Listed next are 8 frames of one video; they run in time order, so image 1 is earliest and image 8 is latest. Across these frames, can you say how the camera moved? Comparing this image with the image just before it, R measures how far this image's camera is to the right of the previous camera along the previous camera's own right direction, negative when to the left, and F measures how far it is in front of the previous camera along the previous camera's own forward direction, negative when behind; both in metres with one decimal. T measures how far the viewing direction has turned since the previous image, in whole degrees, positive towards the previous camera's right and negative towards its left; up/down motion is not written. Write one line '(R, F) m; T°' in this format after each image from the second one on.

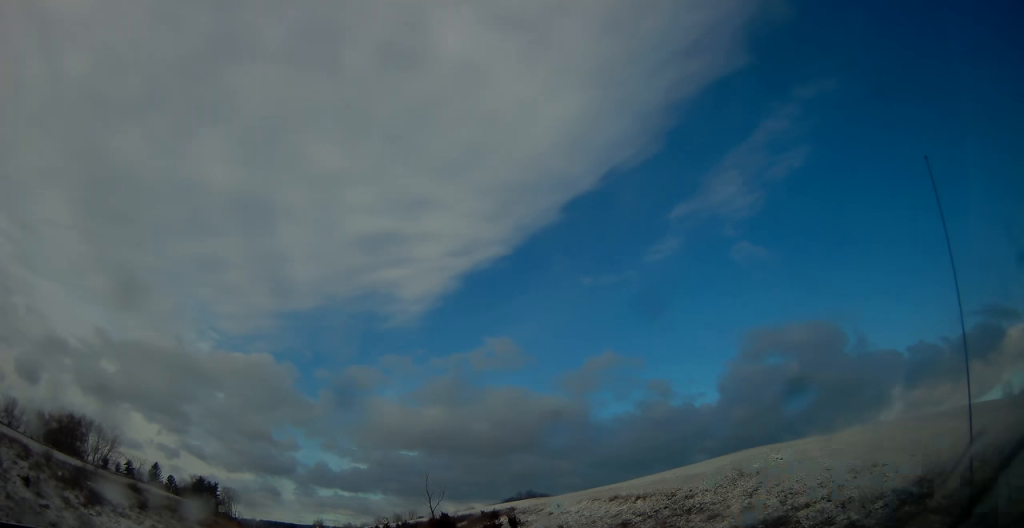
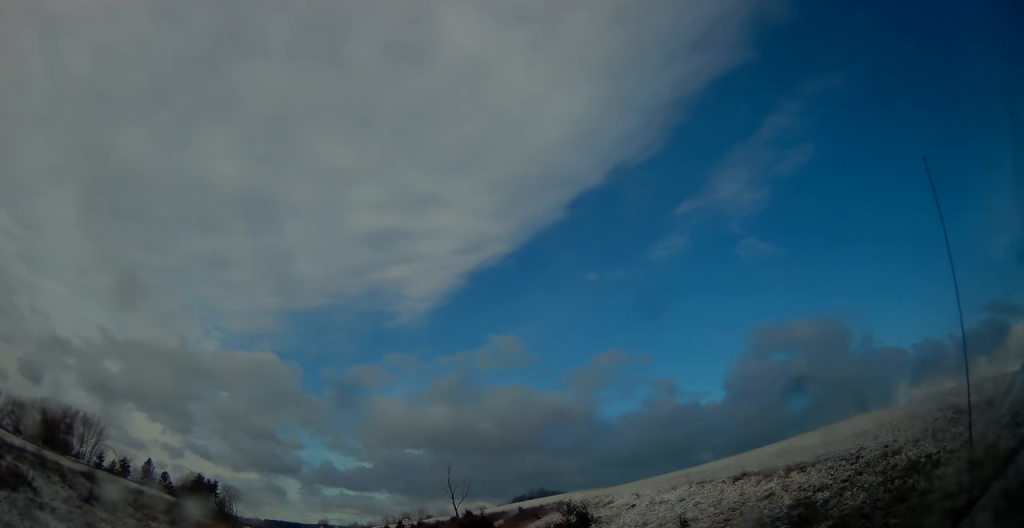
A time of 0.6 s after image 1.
(-0.1, +14.3) m; -1°
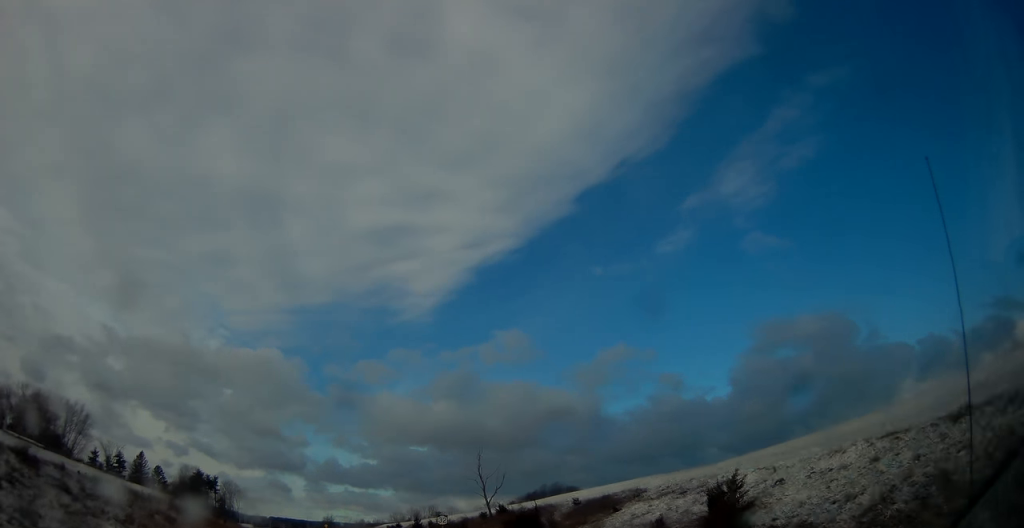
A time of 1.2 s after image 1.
(-0.2, +14.3) m; -1°
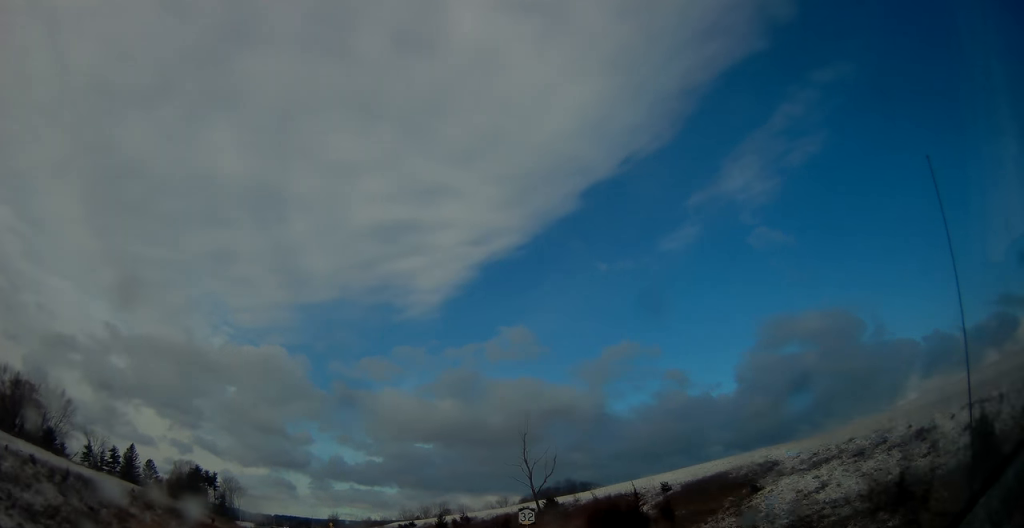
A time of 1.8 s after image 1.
(0.0, +14.4) m; -1°
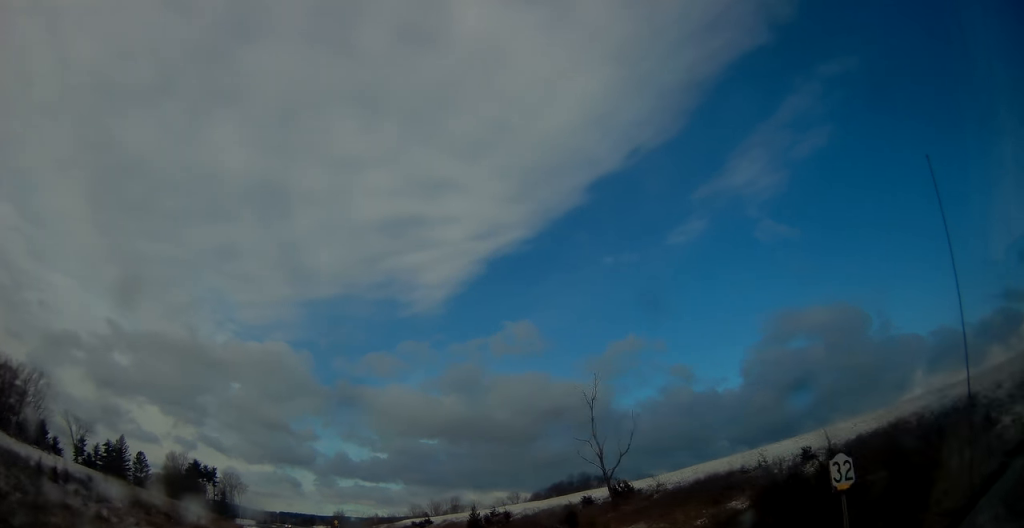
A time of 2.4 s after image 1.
(+0.1, +13.6) m; -1°
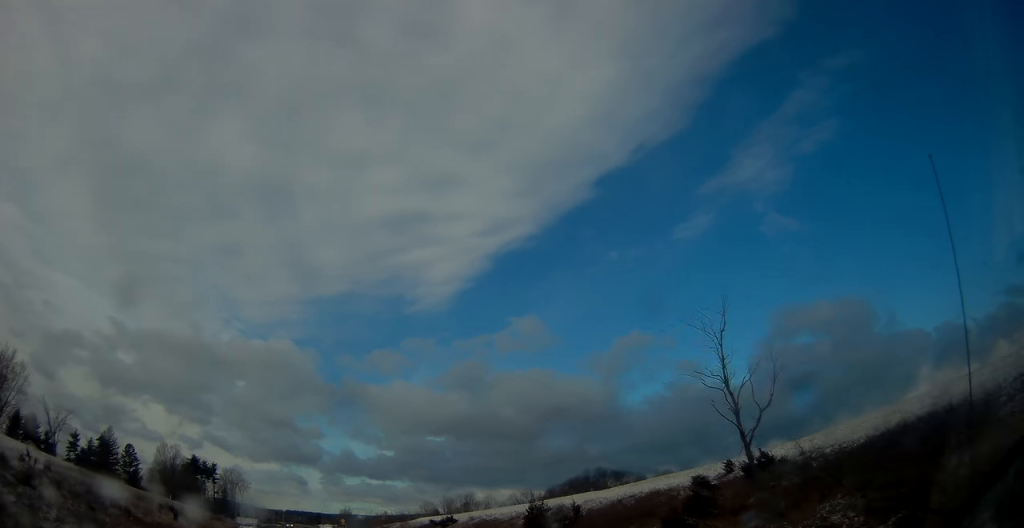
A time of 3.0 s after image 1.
(-0.3, +14.4) m; -1°
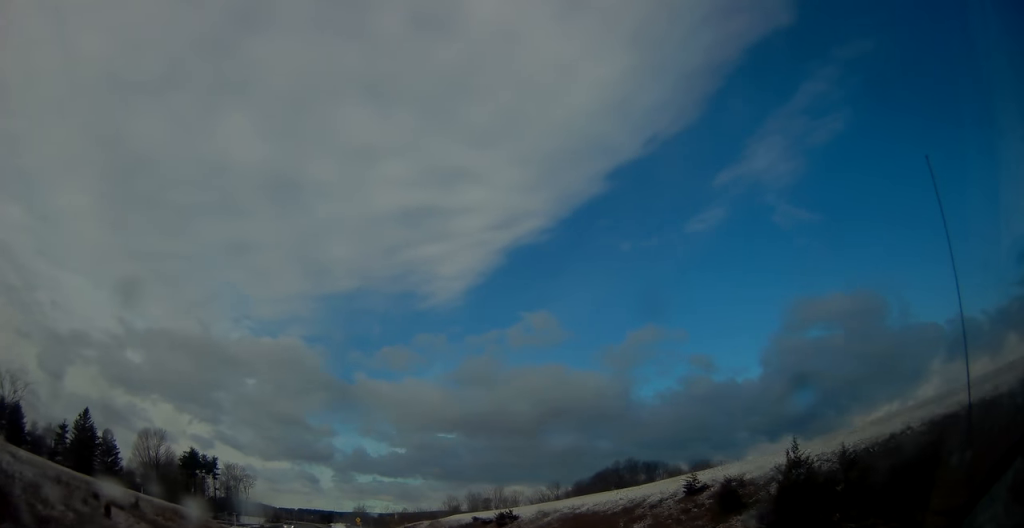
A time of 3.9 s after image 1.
(-0.2, +23.3) m; -1°
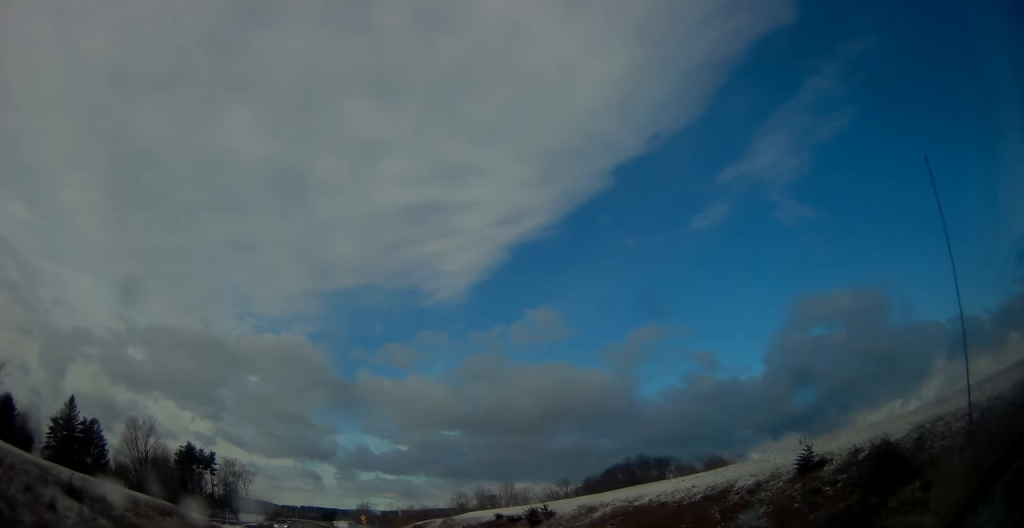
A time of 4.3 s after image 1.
(+0.1, +9.6) m; 0°
